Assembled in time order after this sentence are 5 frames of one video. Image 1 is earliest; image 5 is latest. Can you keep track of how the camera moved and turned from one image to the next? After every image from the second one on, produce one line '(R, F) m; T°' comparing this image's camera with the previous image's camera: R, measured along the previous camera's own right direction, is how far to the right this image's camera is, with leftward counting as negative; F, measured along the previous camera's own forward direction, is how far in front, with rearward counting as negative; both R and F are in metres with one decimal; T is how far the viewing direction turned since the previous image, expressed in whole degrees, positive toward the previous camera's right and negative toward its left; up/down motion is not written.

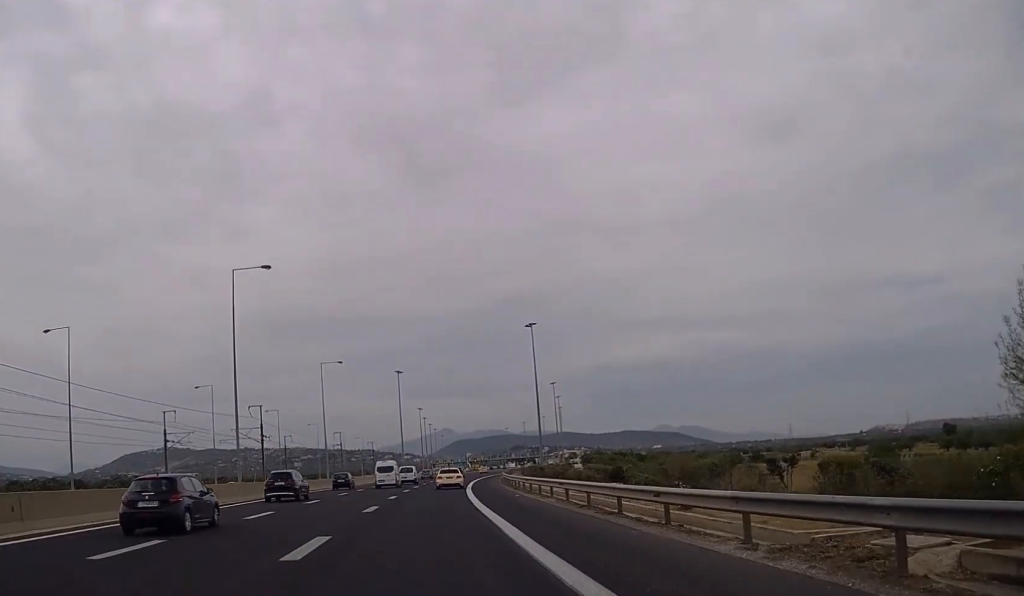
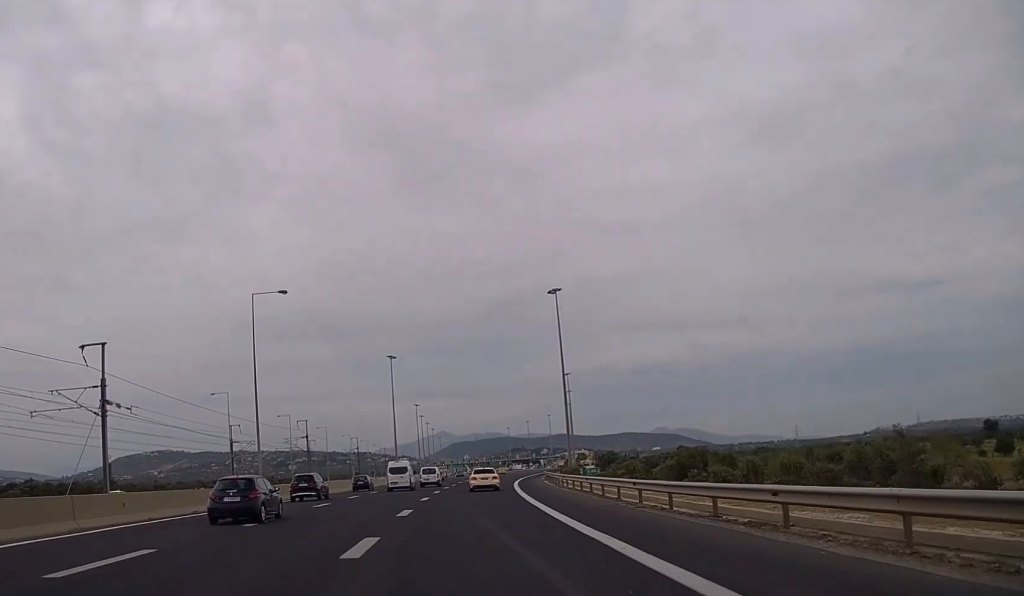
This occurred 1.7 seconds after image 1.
(+0.1, +37.5) m; 0°
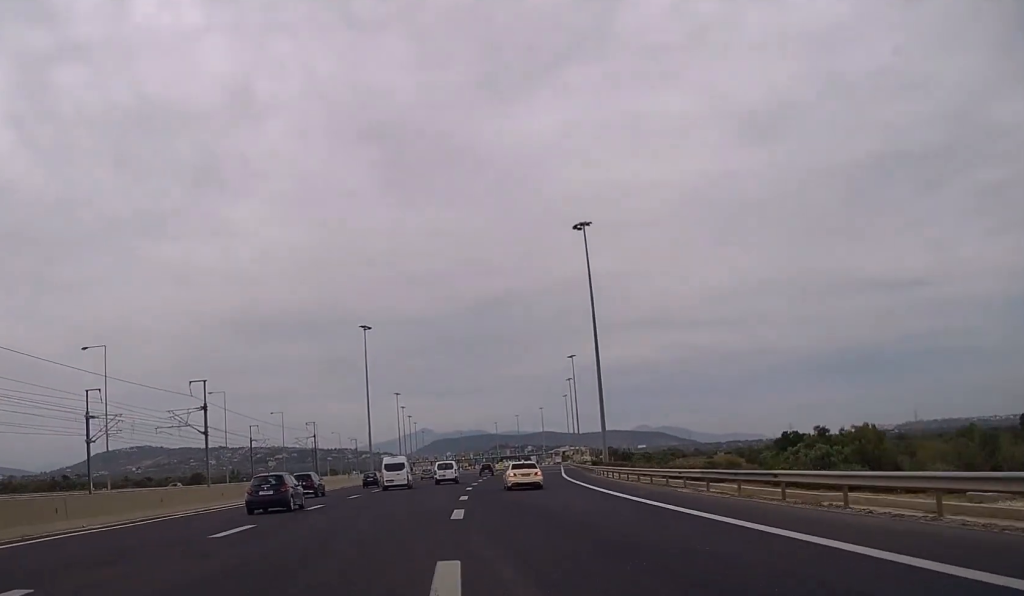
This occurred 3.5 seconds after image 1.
(+0.2, +40.4) m; +1°
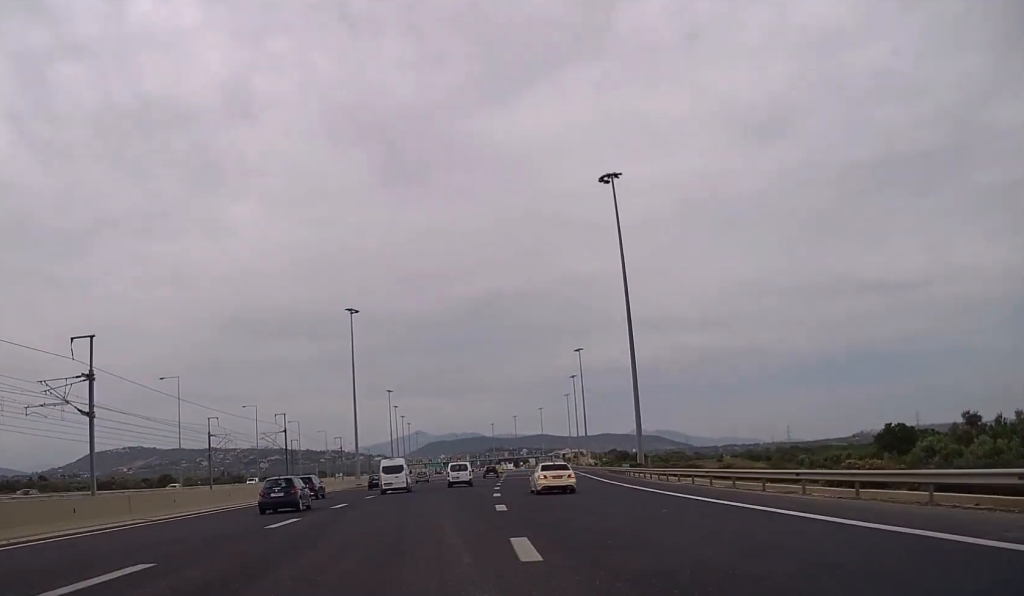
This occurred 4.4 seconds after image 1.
(+0.1, +20.2) m; +1°
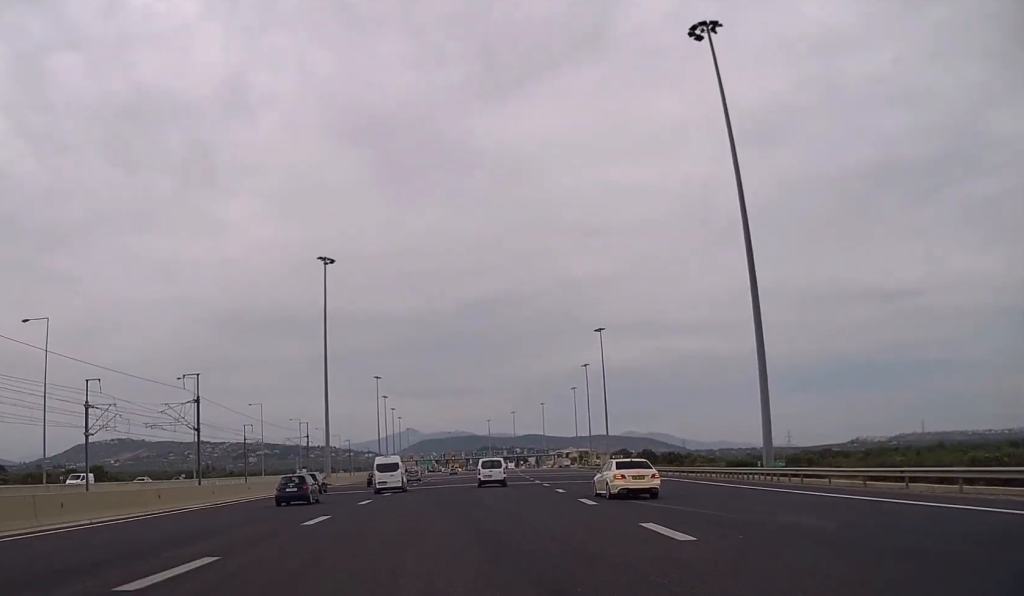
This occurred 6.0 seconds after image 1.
(+0.5, +36.0) m; +1°
